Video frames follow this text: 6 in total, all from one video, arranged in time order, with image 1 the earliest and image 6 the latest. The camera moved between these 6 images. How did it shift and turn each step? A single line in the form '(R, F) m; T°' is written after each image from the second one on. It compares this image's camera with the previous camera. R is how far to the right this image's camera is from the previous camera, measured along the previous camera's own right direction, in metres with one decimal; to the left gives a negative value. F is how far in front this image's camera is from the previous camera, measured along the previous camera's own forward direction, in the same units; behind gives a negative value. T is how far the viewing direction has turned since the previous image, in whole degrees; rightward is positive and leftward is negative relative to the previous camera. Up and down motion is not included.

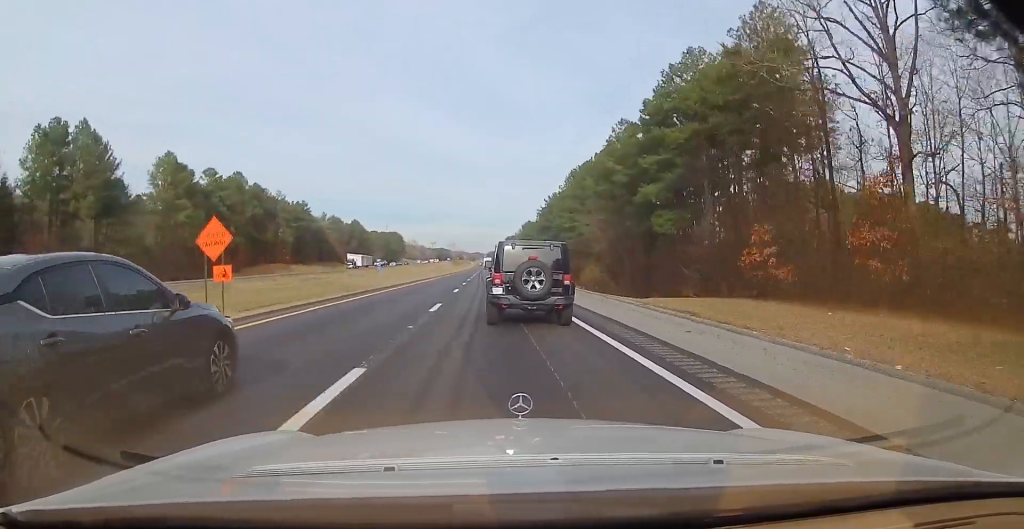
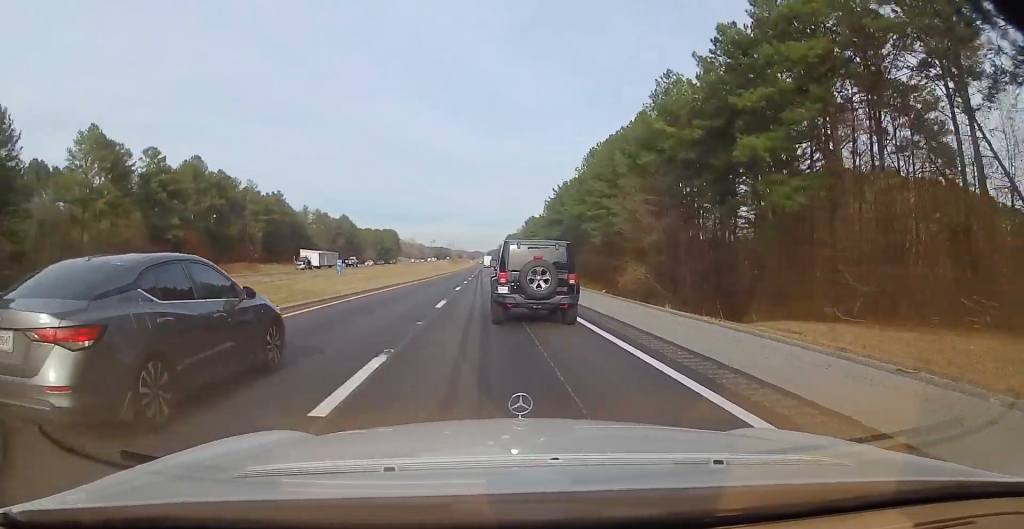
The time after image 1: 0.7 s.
(0.0, +23.2) m; 0°
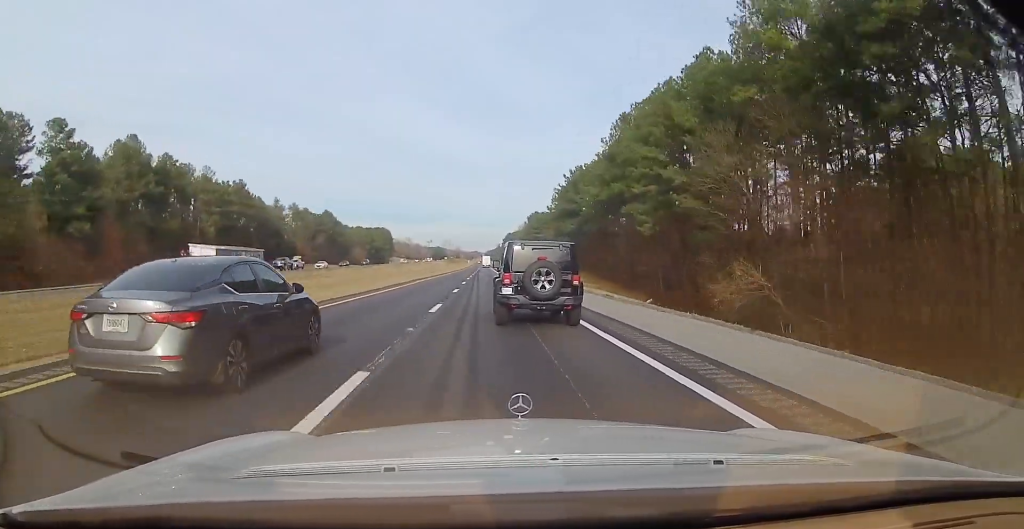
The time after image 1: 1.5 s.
(-0.1, +25.6) m; 0°
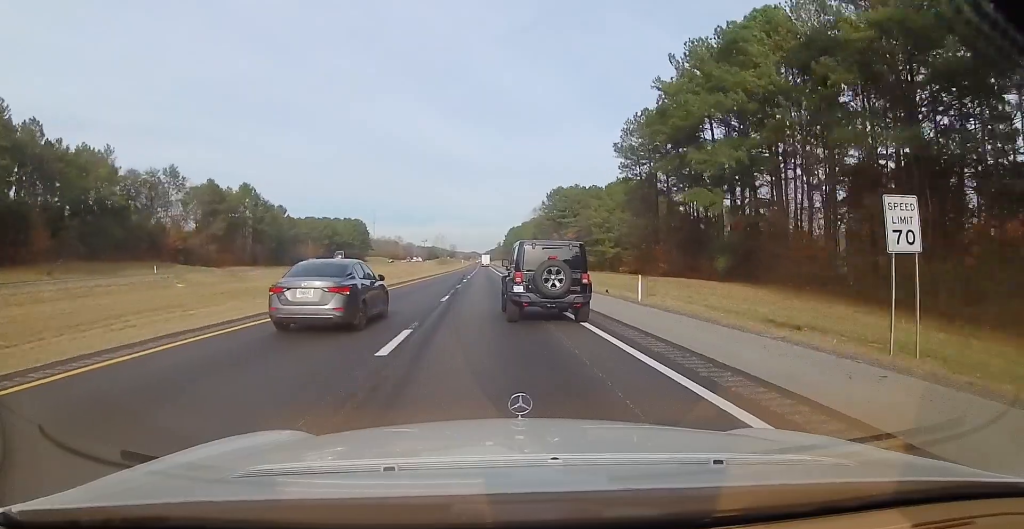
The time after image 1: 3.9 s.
(+0.6, +81.0) m; +1°
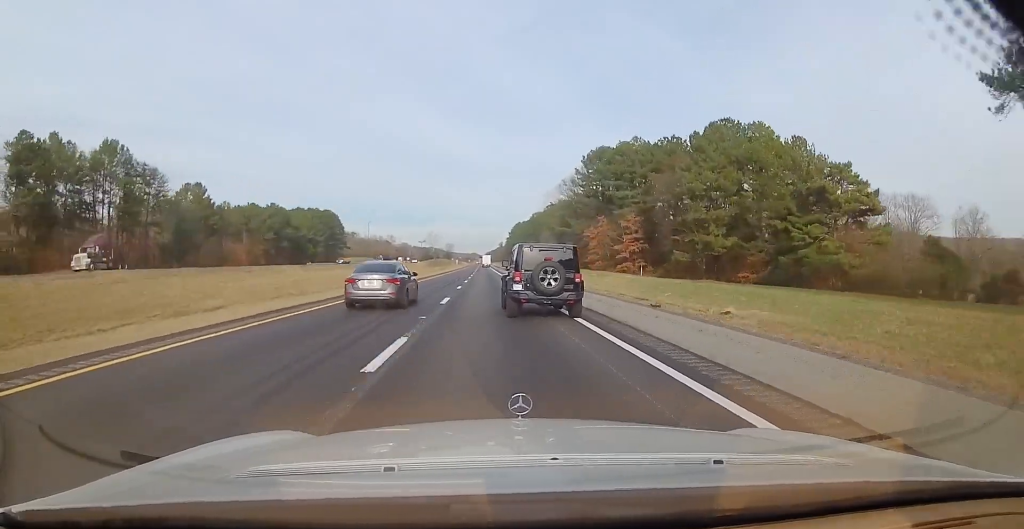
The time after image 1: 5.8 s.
(-0.7, +62.1) m; 0°
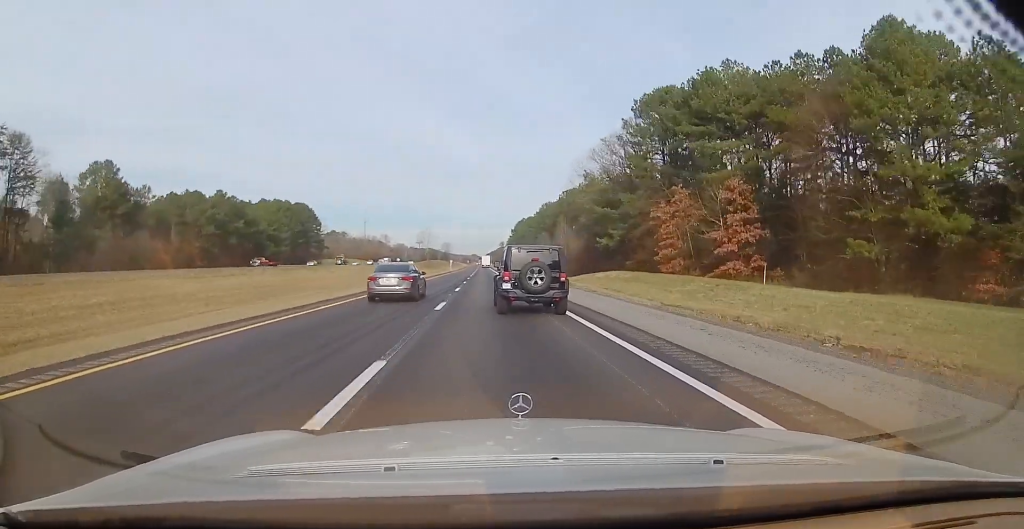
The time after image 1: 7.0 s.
(+0.4, +39.0) m; 0°
